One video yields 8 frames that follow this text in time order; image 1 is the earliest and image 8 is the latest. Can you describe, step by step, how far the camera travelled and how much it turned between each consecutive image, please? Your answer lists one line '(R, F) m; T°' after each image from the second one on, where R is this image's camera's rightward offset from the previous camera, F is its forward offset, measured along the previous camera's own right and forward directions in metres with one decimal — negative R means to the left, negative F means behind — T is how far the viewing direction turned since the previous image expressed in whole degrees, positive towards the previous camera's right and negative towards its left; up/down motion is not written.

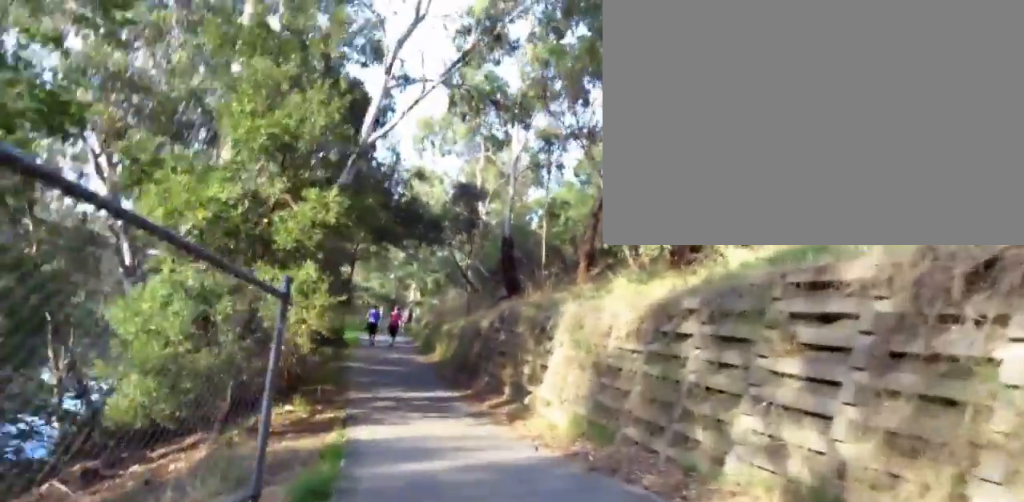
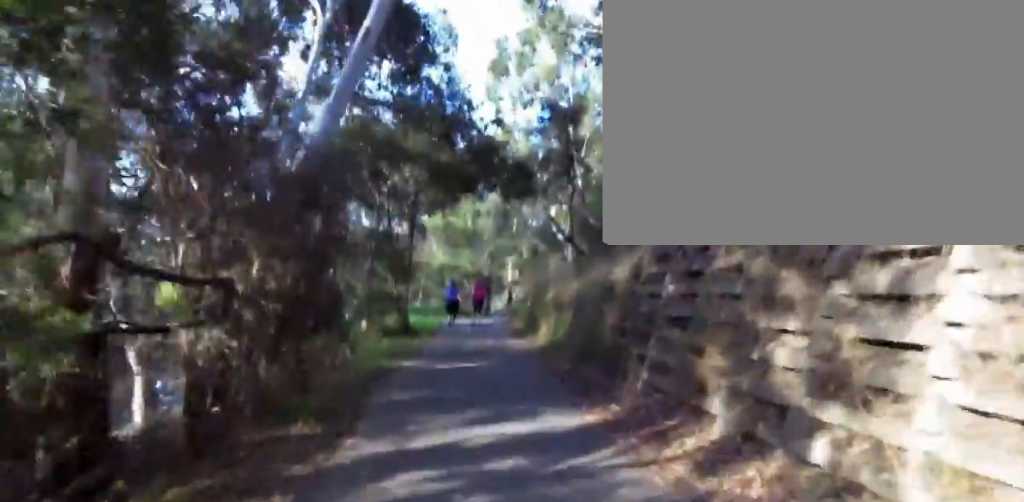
(-1.3, +7.5) m; -5°
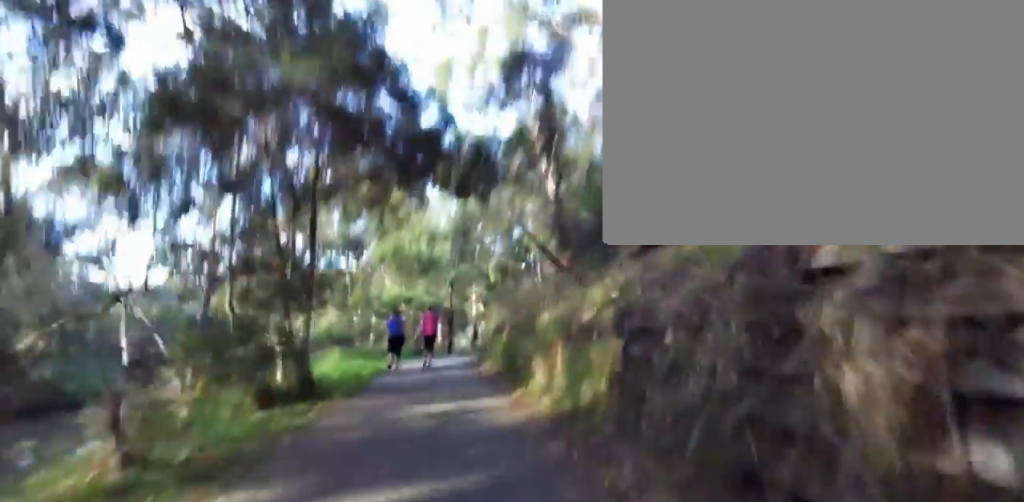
(+0.4, +7.4) m; +3°
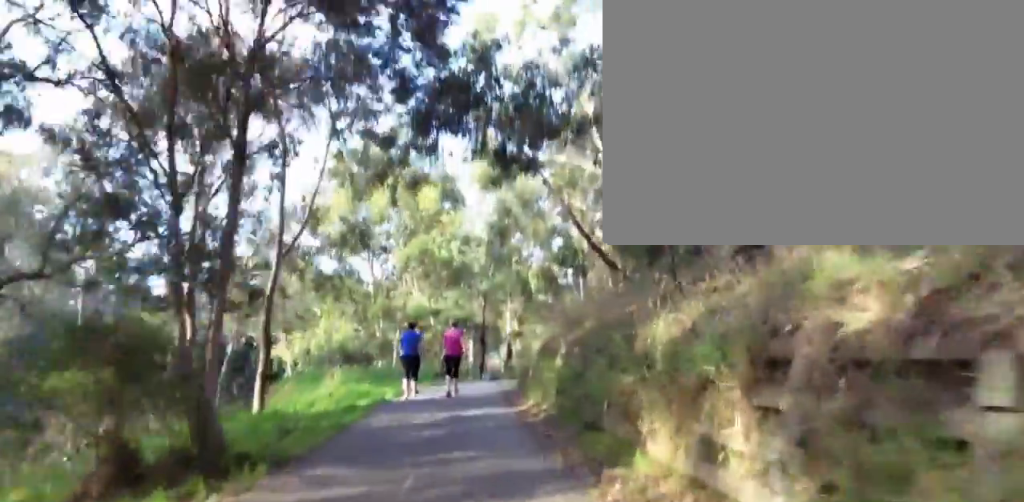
(0.0, +5.0) m; -8°
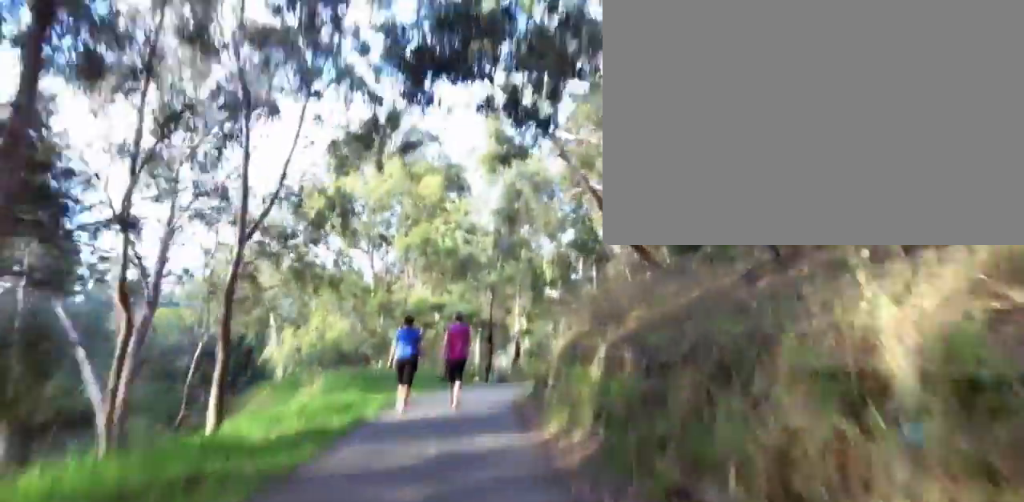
(+0.4, +2.7) m; -8°
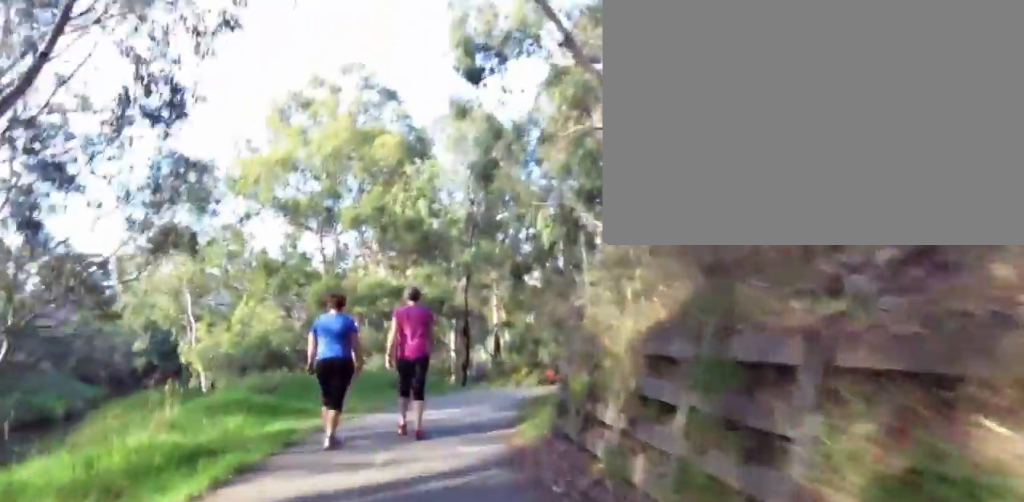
(-1.7, +5.7) m; -1°
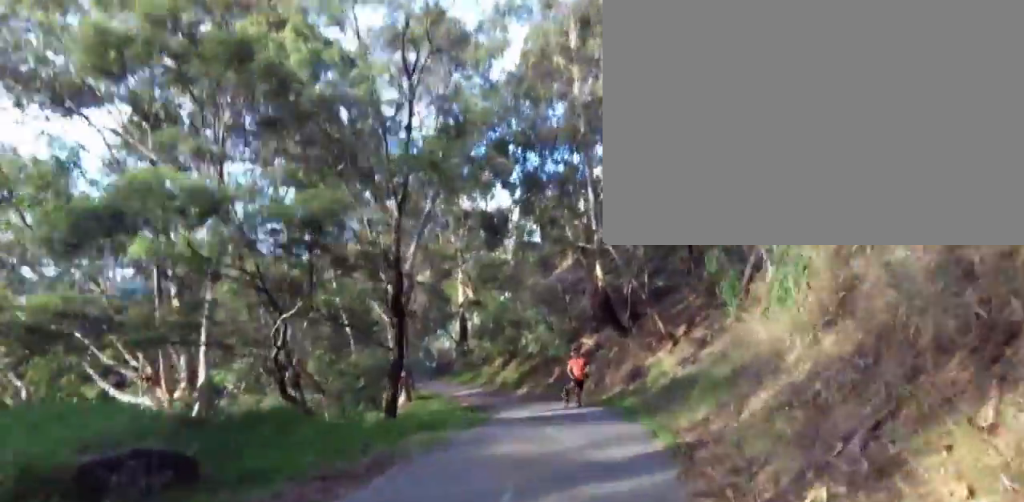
(+2.1, +13.7) m; +17°
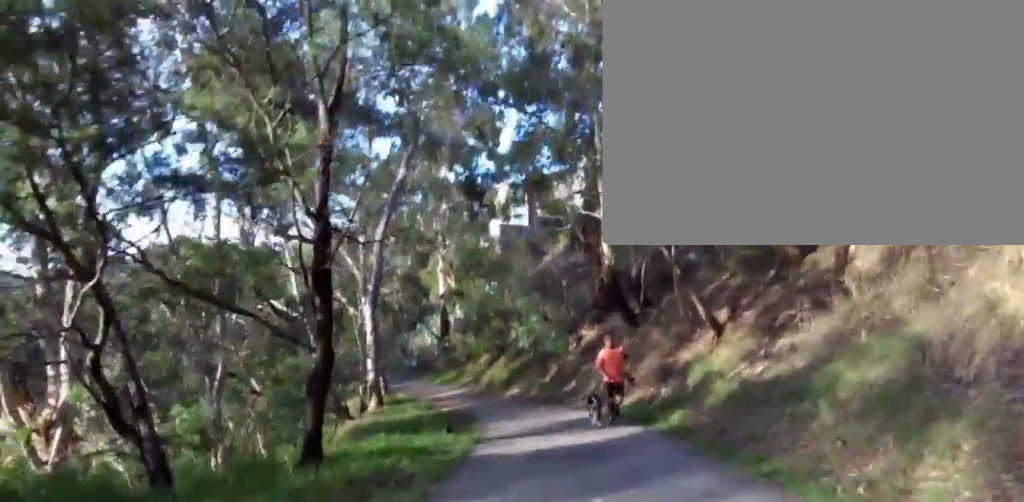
(+0.9, +4.2) m; +5°
